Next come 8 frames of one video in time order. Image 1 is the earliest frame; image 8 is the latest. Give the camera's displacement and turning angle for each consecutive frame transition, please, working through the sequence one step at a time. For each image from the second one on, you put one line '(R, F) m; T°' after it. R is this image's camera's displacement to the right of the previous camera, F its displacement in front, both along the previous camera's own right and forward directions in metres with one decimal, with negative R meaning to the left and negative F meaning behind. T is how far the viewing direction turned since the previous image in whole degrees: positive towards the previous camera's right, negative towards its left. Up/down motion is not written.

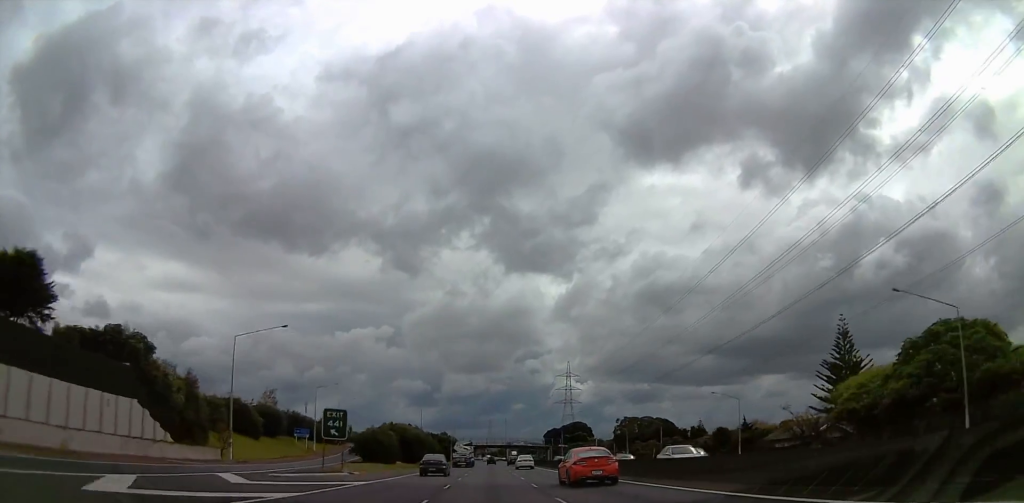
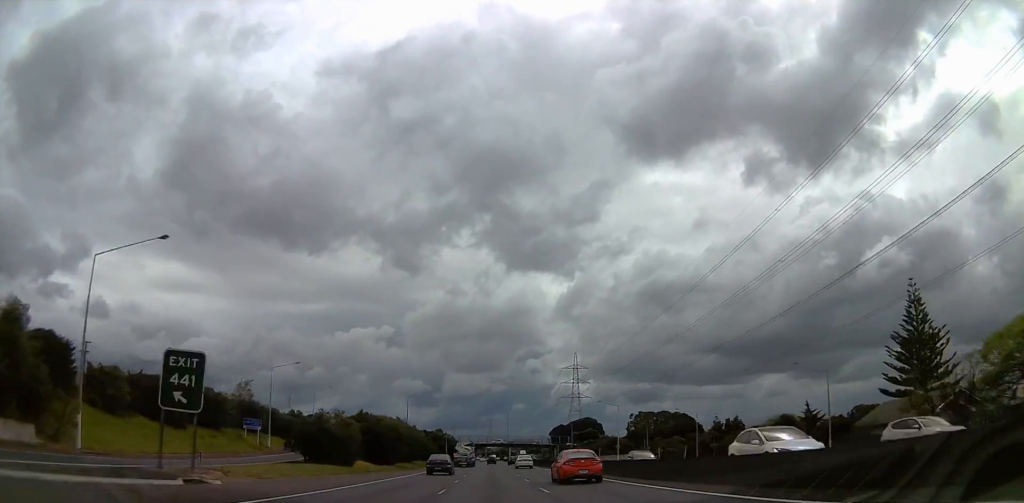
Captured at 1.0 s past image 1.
(+0.8, +24.1) m; +2°
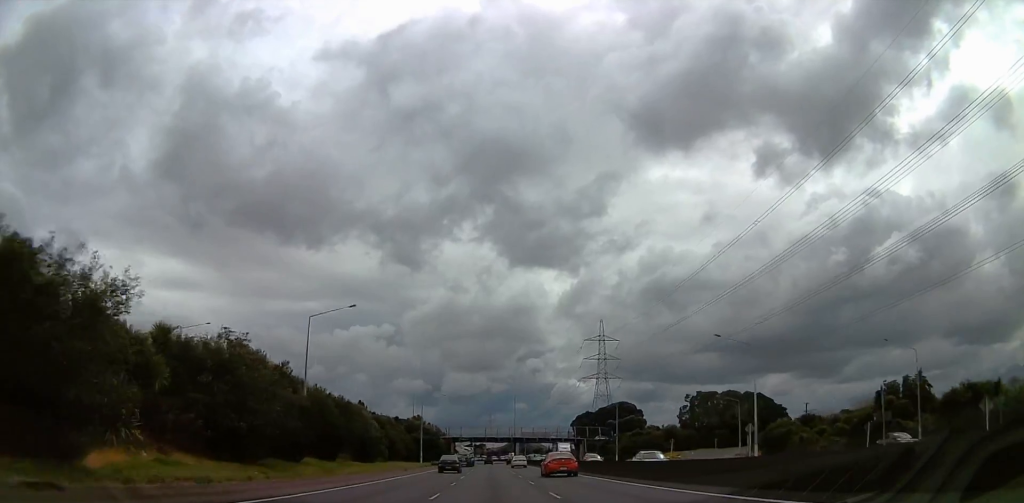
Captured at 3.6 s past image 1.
(-1.5, +63.9) m; 0°
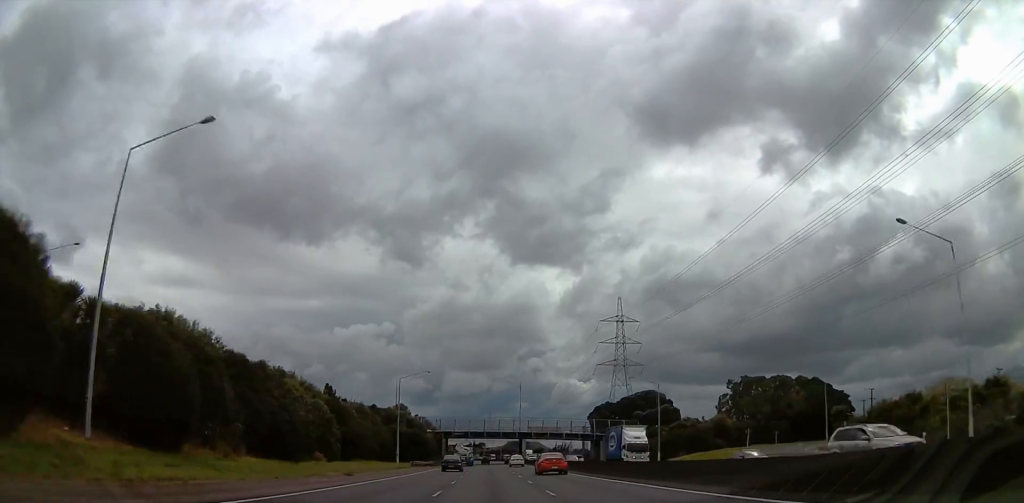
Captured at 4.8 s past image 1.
(+0.3, +29.4) m; -1°
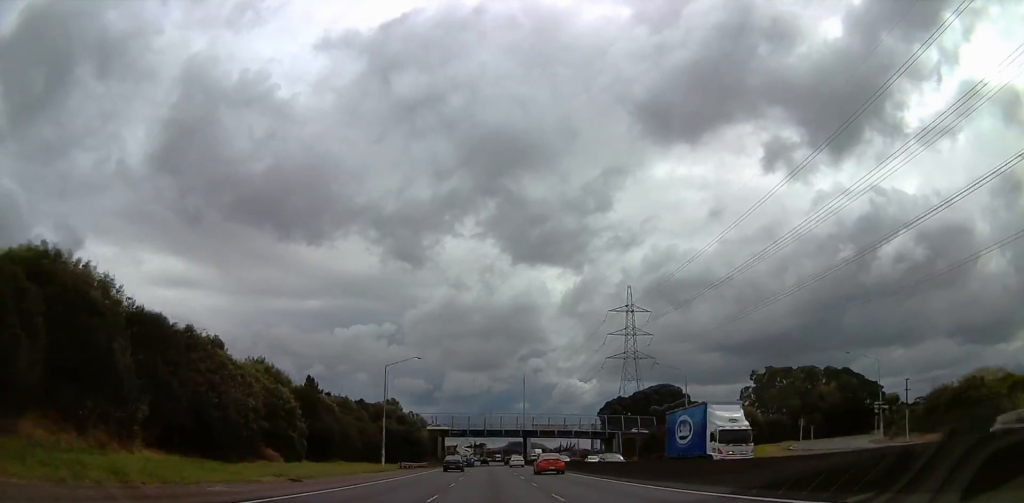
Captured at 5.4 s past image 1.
(-0.2, +12.7) m; 0°
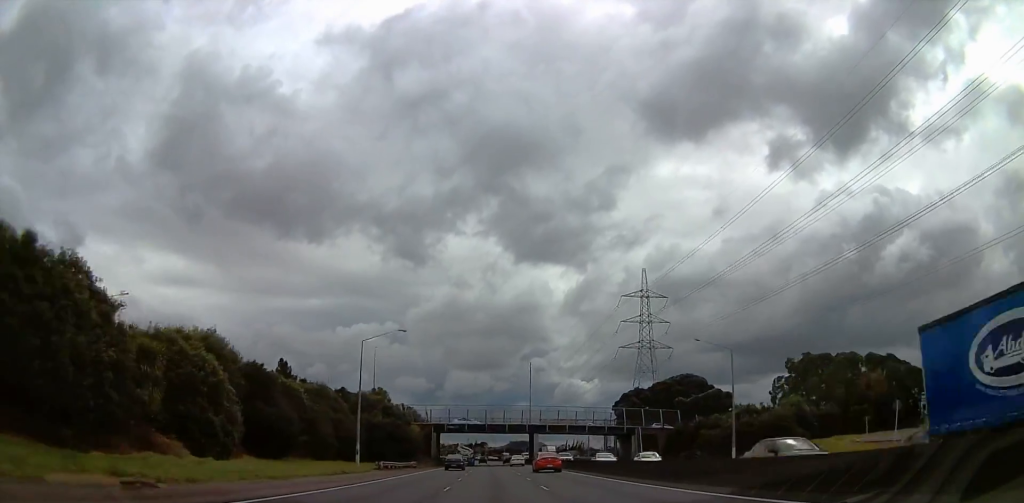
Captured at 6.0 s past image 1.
(-0.3, +14.7) m; 0°
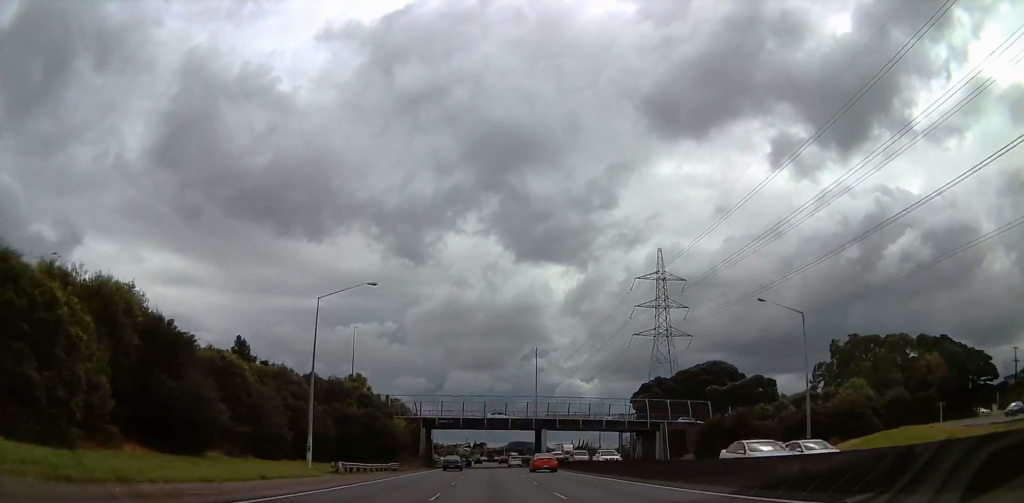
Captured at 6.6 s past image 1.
(+0.3, +15.5) m; +1°
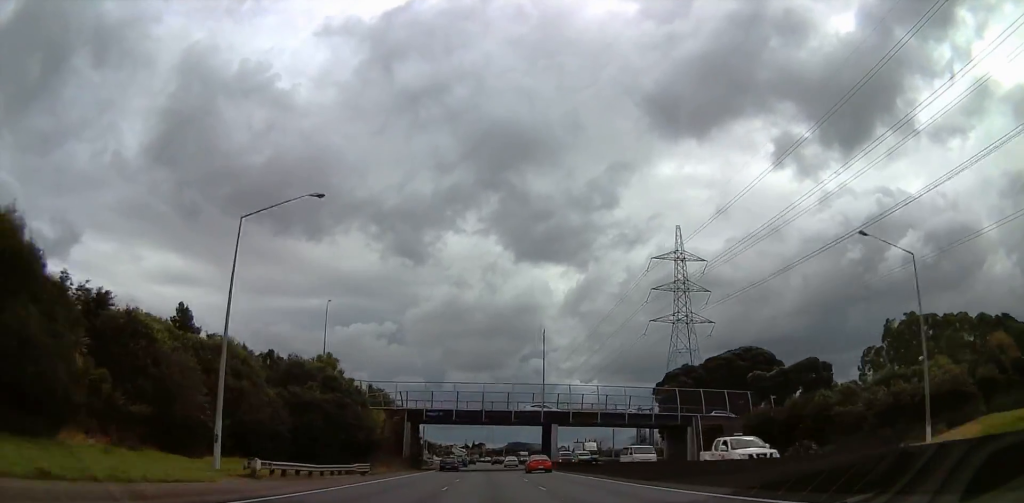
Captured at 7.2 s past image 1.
(+0.1, +14.5) m; 0°
